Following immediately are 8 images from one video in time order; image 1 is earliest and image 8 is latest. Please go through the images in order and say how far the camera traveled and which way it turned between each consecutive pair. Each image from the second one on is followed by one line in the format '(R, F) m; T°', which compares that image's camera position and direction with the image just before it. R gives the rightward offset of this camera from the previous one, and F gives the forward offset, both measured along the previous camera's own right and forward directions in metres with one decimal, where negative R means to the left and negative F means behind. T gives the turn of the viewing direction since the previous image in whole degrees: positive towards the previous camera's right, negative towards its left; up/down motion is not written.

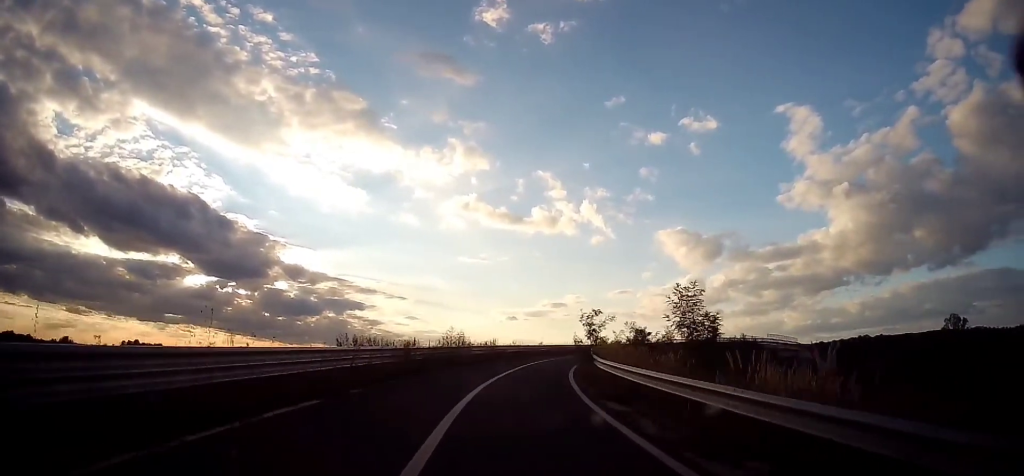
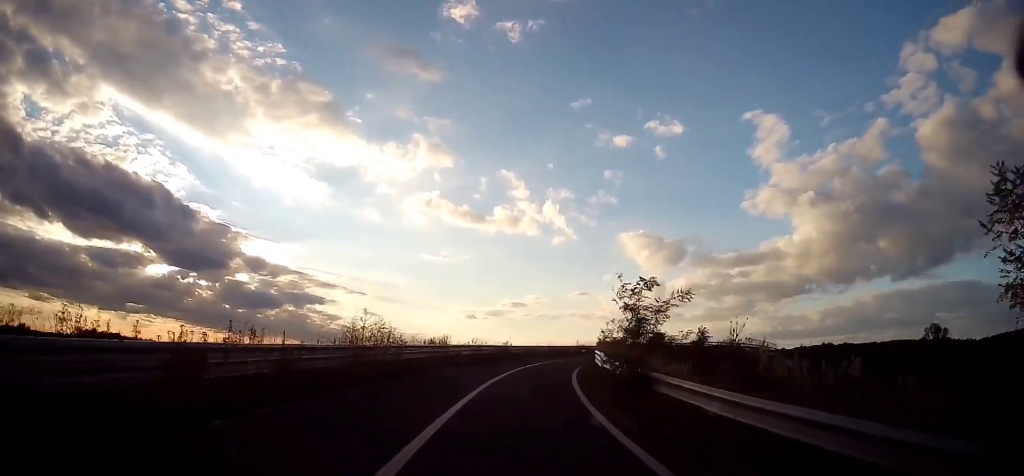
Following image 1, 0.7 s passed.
(+0.4, +11.1) m; +4°
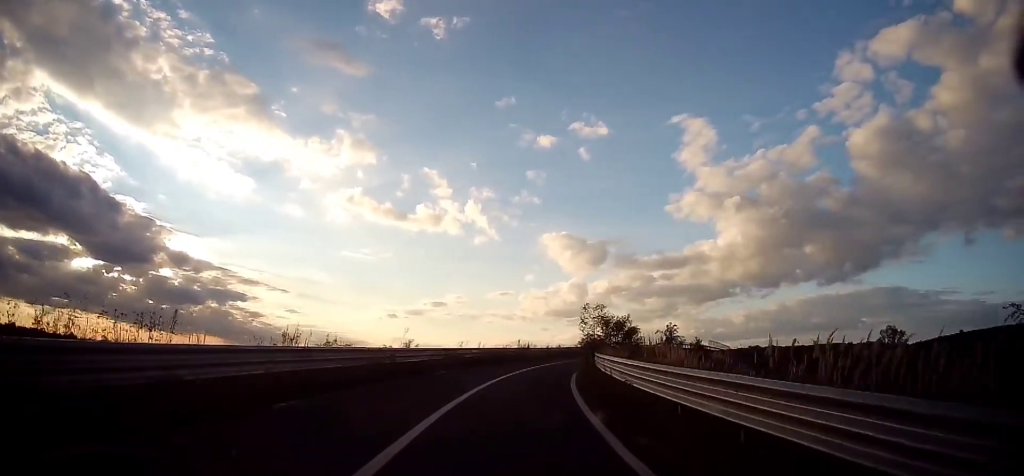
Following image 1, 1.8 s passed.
(+0.9, +18.6) m; +7°
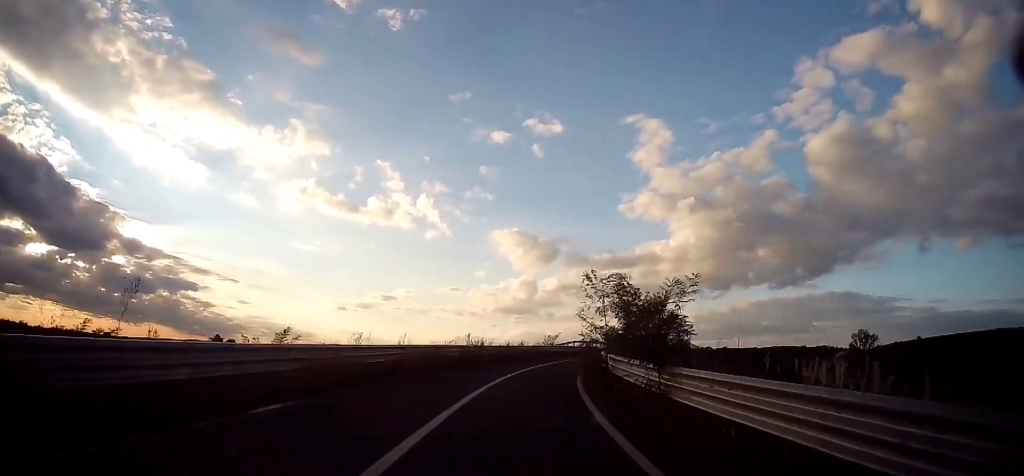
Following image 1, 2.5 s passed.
(+0.3, +12.4) m; +7°
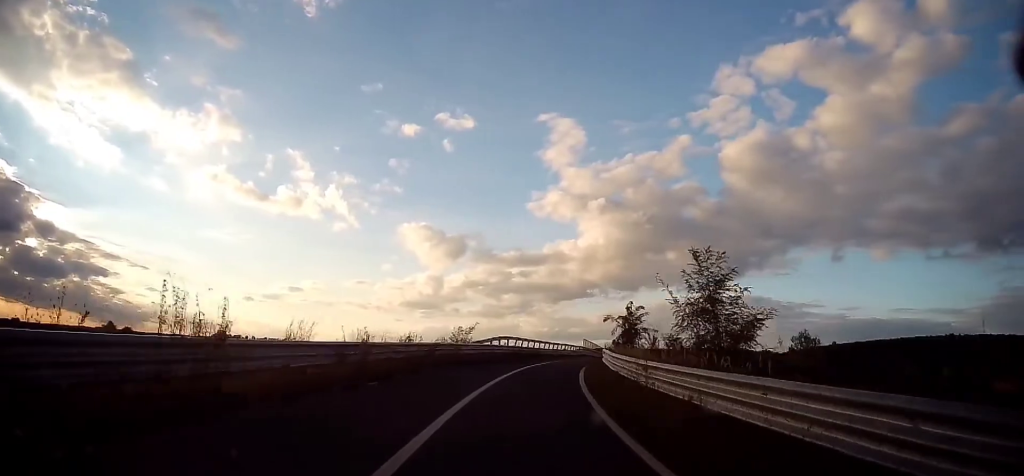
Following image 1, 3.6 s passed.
(+2.2, +19.9) m; +10°
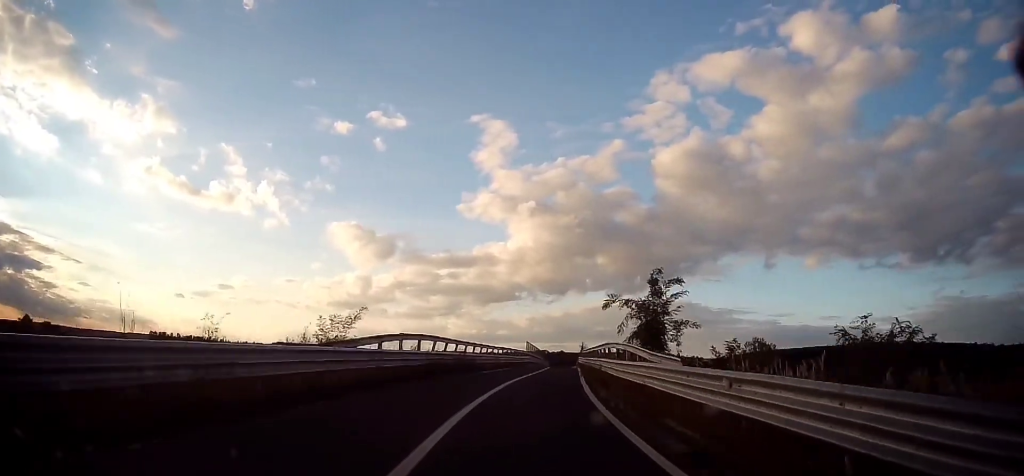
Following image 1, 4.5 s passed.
(+0.7, +16.2) m; +6°
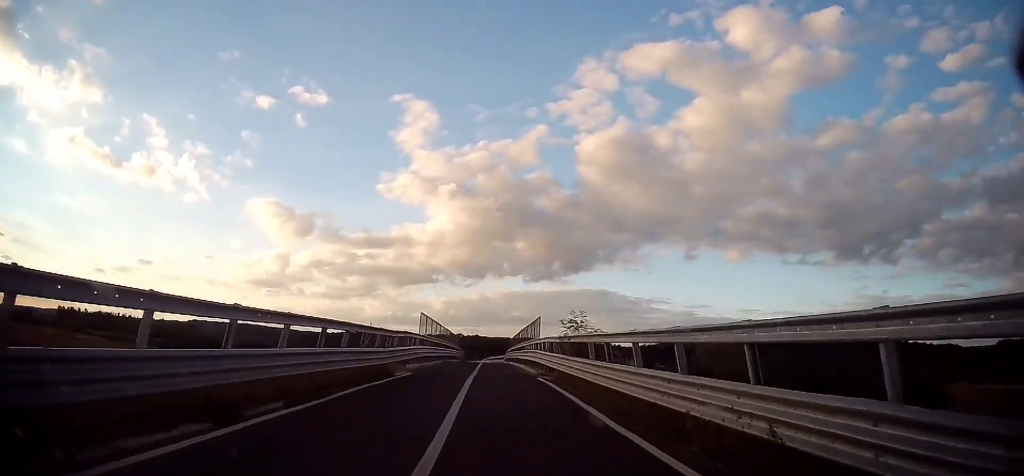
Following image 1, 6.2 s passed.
(+3.4, +30.4) m; +10°
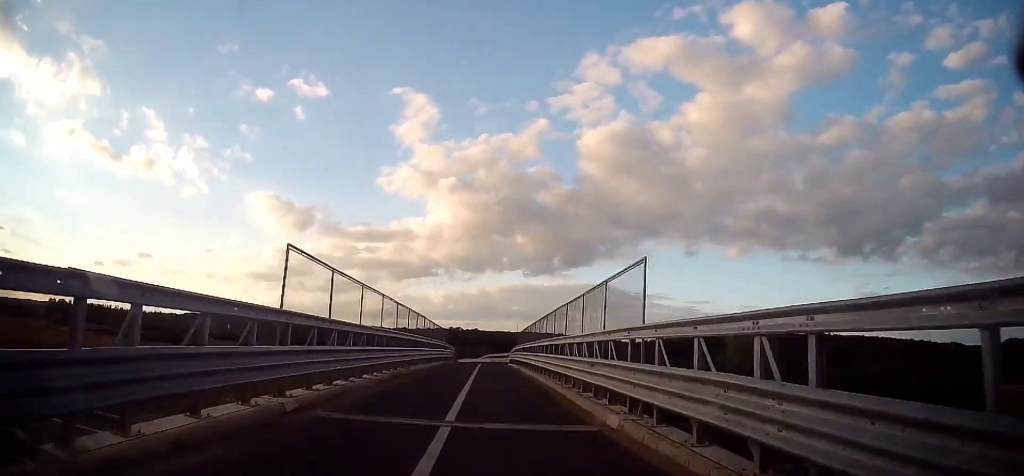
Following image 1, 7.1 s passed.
(+0.7, +18.5) m; +2°
